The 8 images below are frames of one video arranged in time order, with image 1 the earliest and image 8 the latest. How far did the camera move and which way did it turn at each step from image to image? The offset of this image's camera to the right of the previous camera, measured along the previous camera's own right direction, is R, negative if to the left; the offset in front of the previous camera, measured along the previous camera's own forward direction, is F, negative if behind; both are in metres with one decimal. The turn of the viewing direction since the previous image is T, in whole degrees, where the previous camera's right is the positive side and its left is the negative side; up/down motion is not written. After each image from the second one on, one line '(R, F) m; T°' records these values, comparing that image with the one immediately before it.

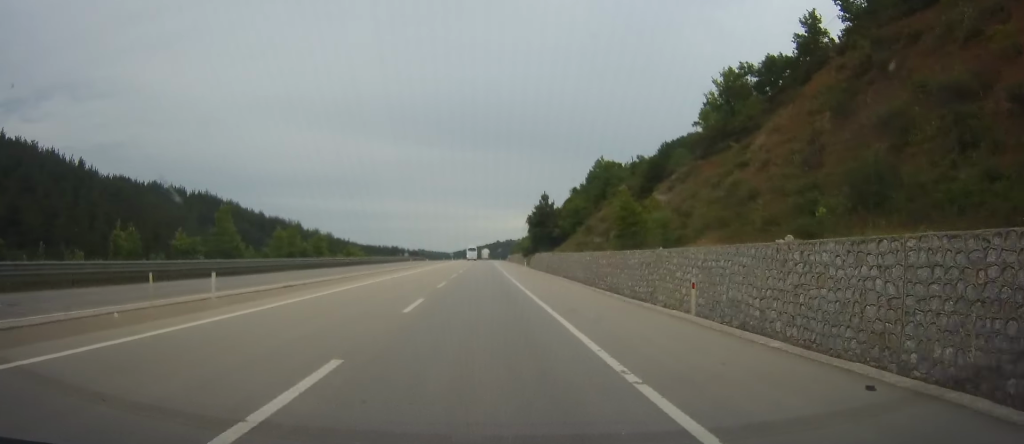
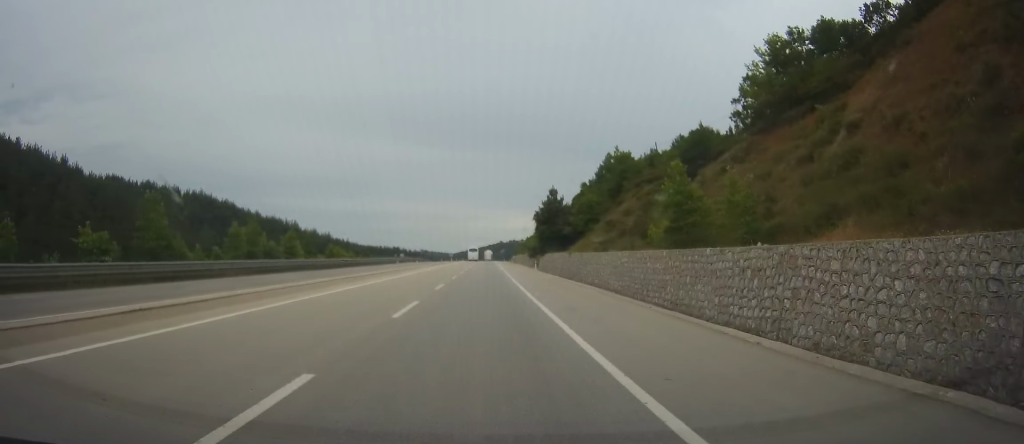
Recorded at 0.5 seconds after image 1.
(0.0, +13.4) m; 0°
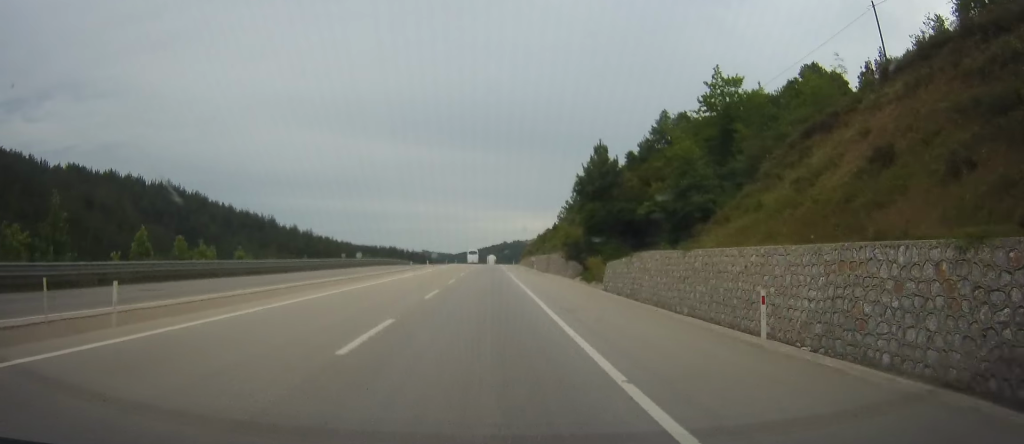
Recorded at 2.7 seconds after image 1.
(0.0, +54.0) m; 0°
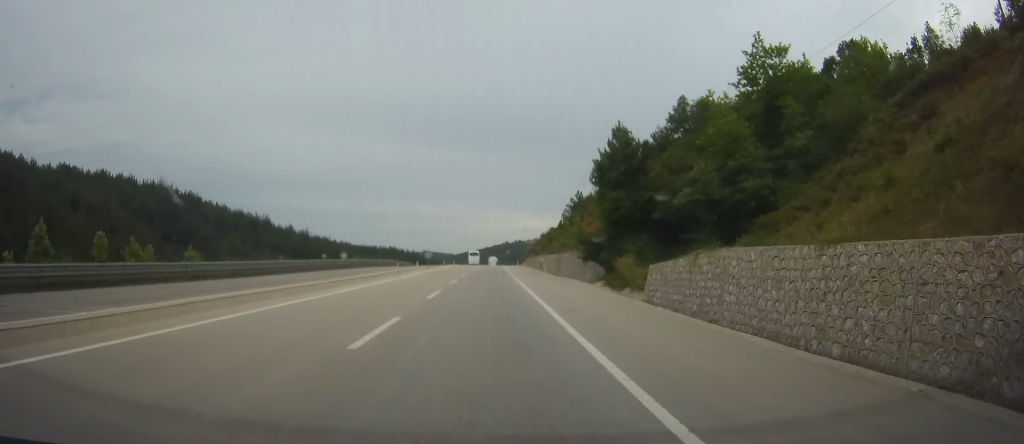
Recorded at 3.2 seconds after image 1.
(0.0, +11.2) m; 0°
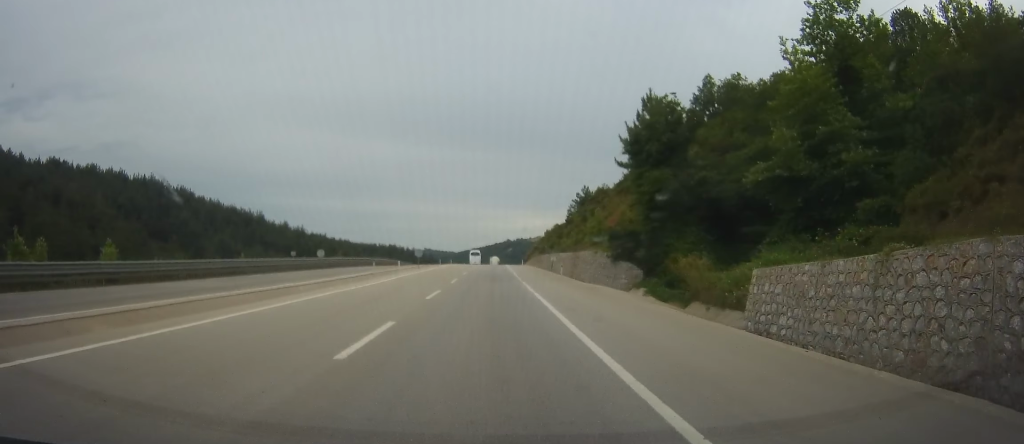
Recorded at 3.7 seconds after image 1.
(0.0, +13.4) m; 0°
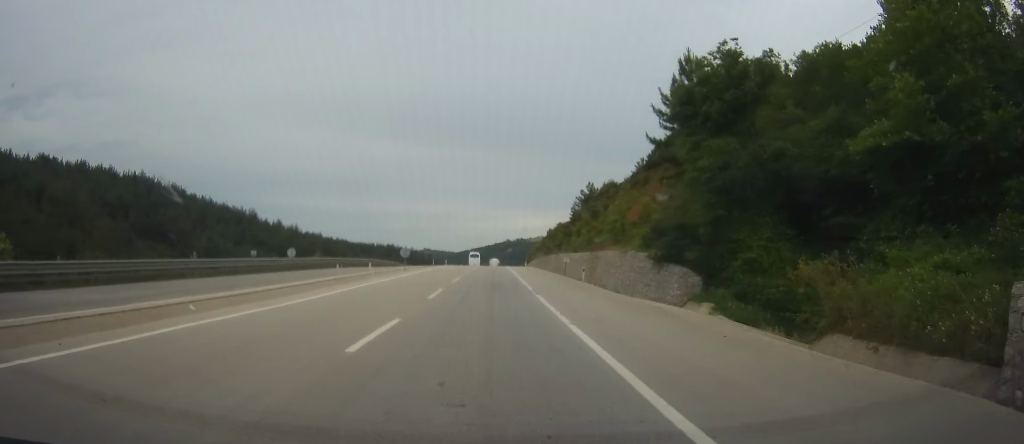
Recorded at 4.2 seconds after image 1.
(0.0, +11.9) m; 0°
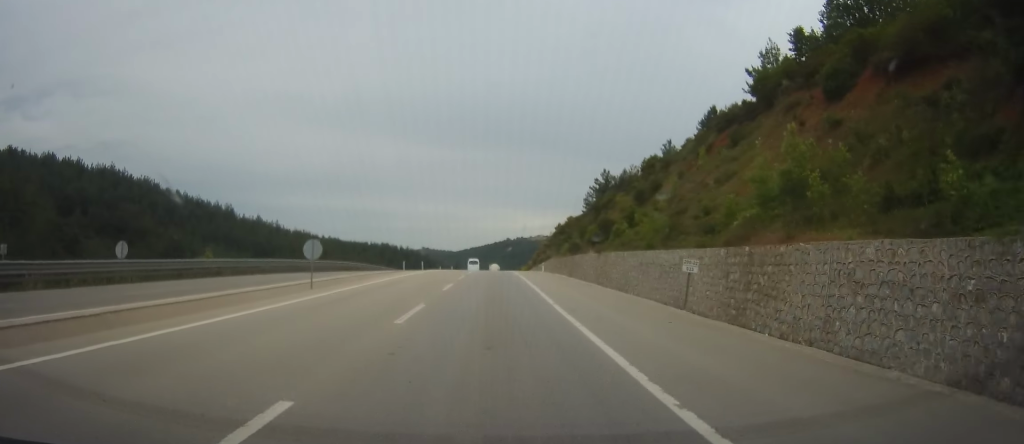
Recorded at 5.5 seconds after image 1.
(0.0, +32.2) m; 0°
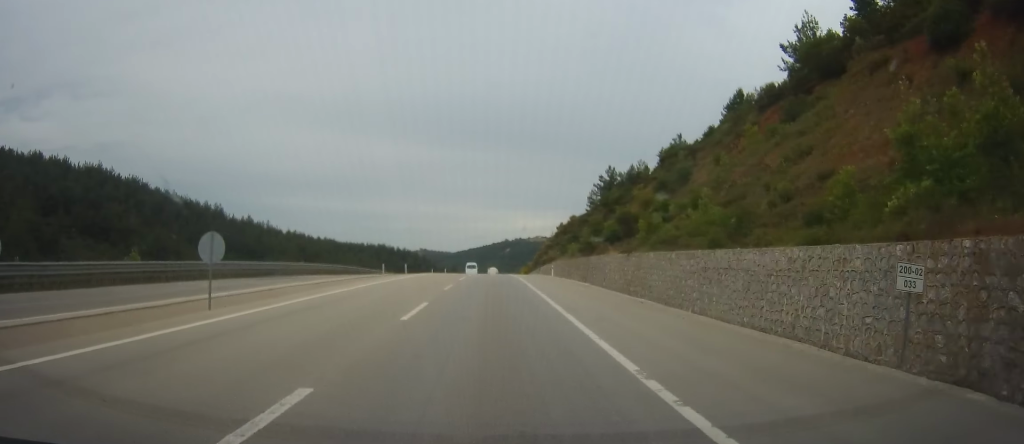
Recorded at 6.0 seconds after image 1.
(0.0, +11.4) m; 0°
